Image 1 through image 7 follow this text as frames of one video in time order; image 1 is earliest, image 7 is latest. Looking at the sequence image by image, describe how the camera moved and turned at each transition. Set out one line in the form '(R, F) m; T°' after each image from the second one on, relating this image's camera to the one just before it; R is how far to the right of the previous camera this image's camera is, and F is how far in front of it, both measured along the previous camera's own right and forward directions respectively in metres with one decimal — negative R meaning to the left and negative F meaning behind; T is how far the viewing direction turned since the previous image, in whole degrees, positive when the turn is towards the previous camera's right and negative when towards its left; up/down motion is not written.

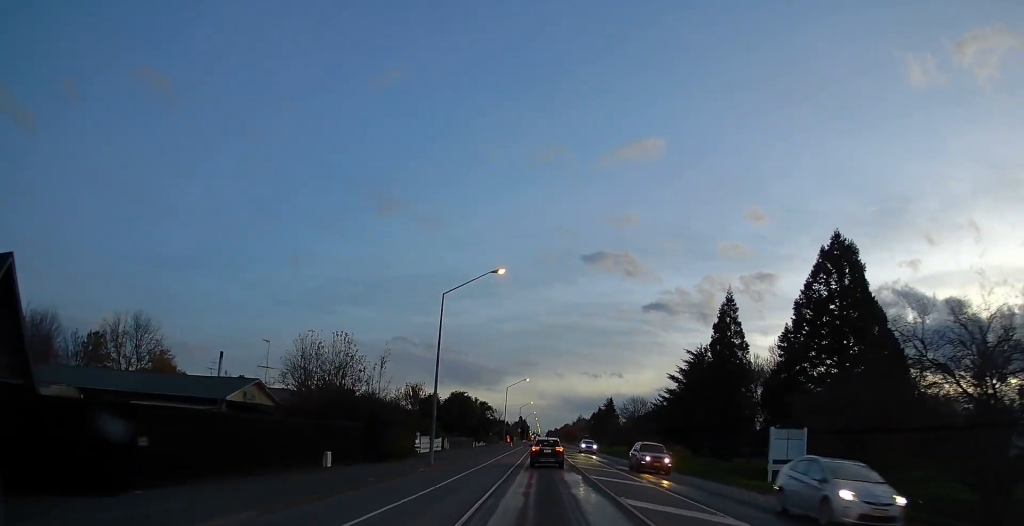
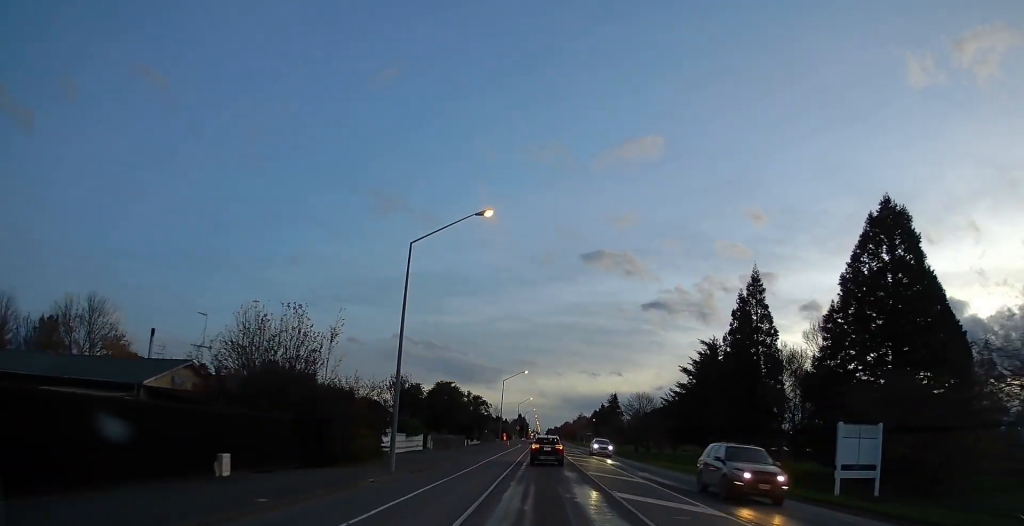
(-0.3, +9.2) m; -2°
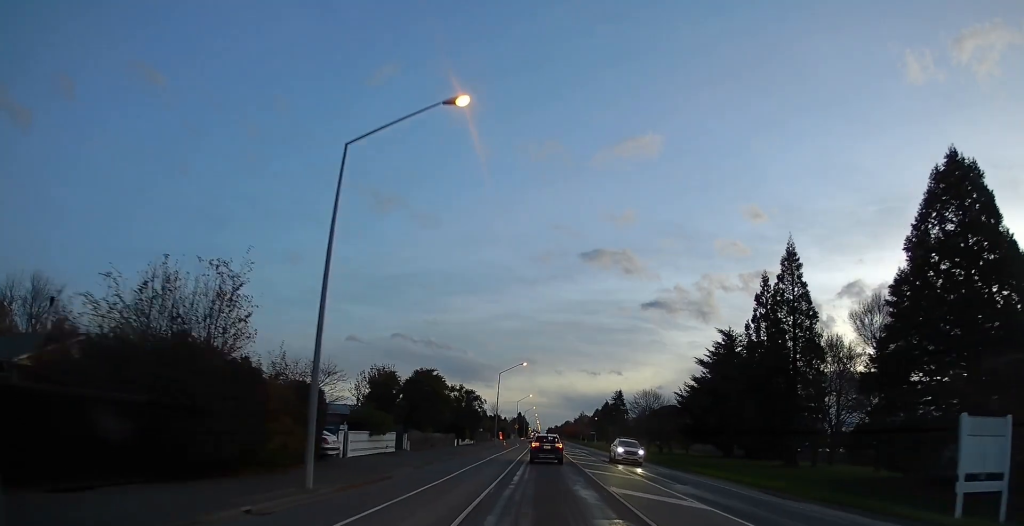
(-0.2, +9.7) m; -2°
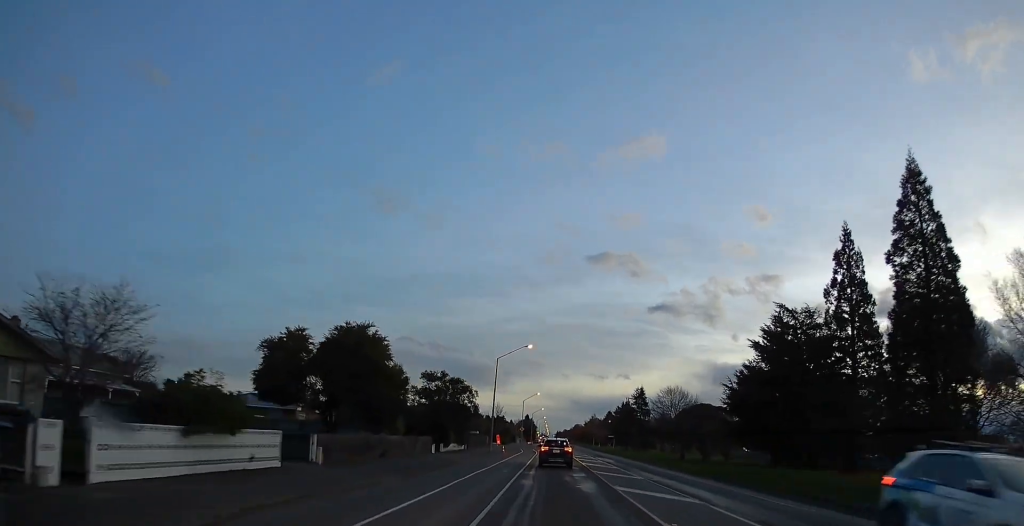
(-0.4, +19.3) m; 0°
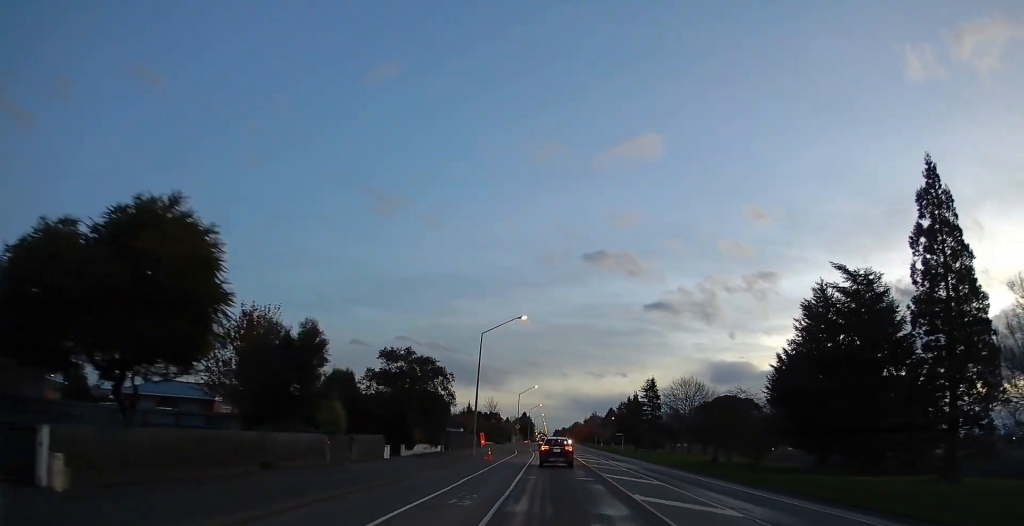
(+0.4, +14.8) m; +1°
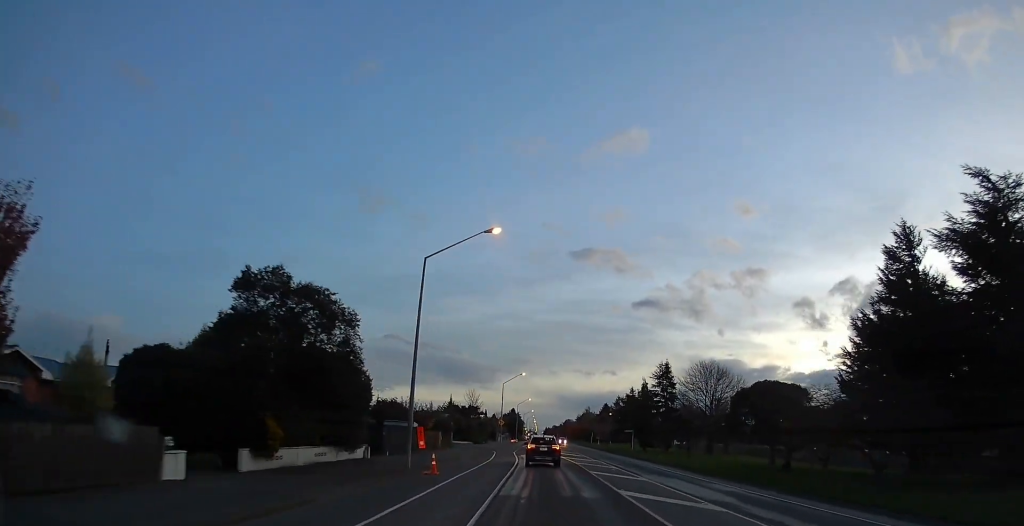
(-0.4, +21.1) m; 0°
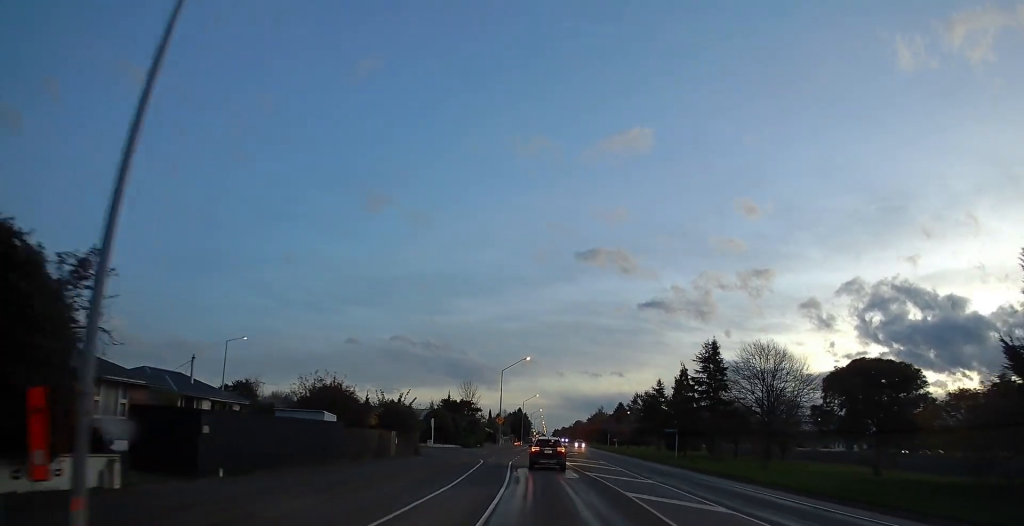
(+0.2, +21.9) m; 0°
